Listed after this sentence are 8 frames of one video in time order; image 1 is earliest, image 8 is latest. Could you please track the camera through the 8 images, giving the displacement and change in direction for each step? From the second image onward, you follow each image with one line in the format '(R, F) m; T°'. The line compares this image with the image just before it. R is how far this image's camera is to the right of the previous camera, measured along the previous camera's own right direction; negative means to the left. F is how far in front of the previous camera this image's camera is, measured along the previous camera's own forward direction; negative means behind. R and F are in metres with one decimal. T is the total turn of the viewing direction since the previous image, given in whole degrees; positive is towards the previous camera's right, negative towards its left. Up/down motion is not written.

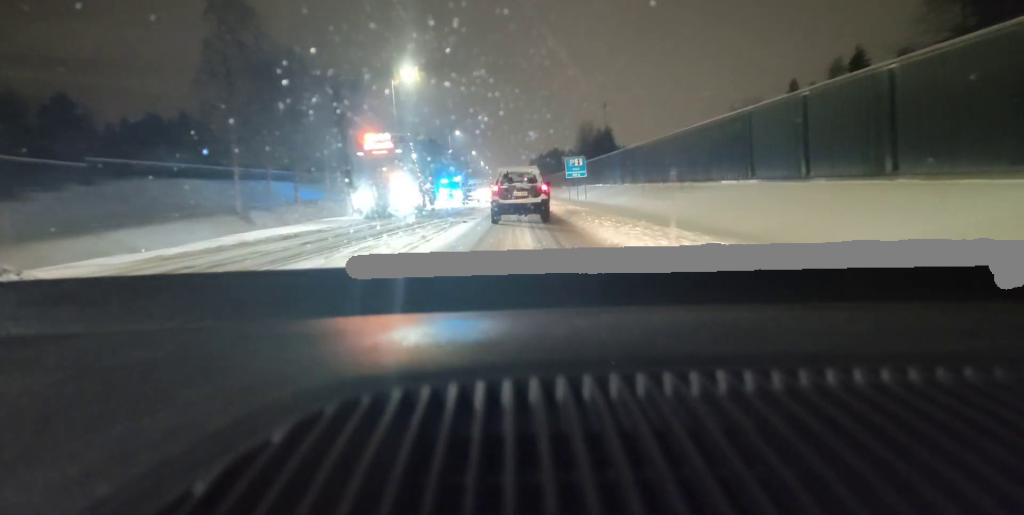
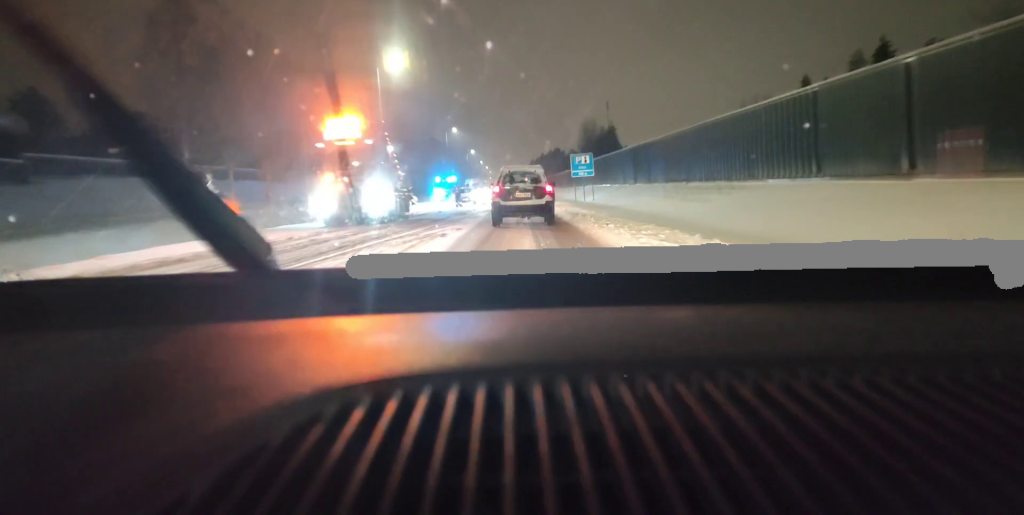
(+0.2, +7.0) m; -1°
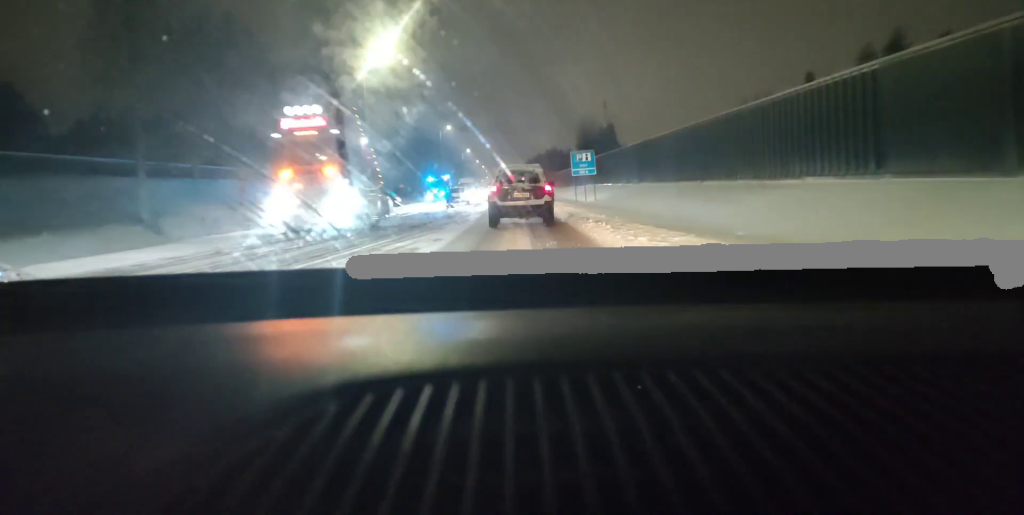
(-0.2, +4.6) m; -1°
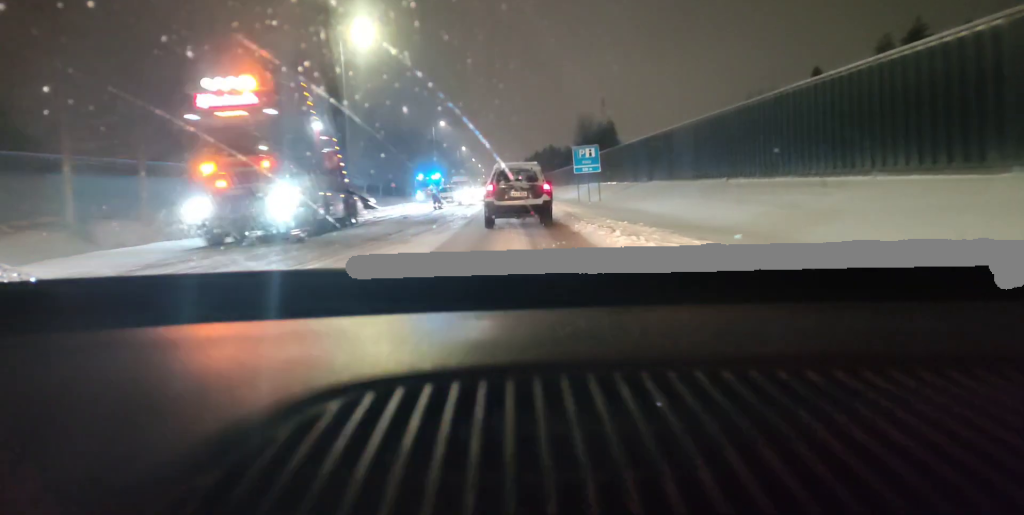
(-0.1, +5.6) m; 0°
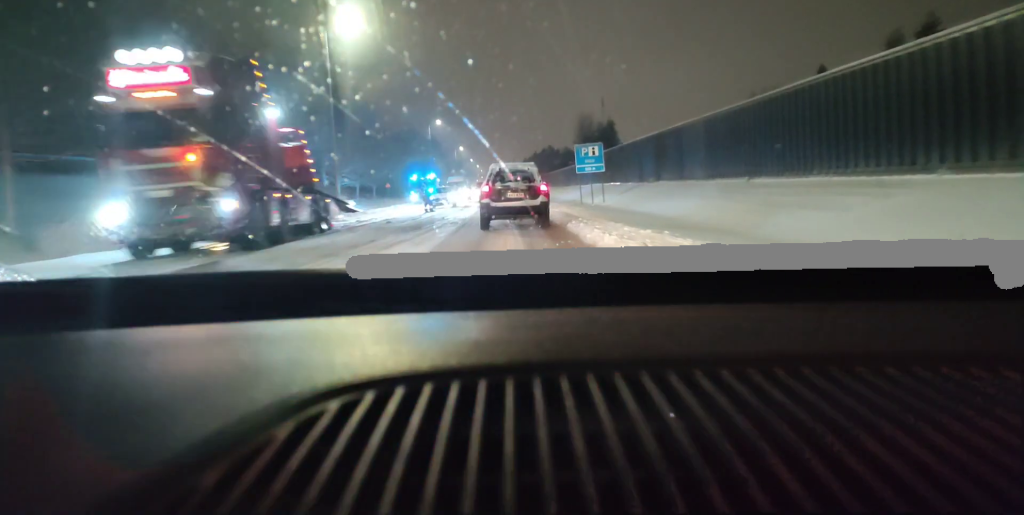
(+0.2, +3.5) m; 0°
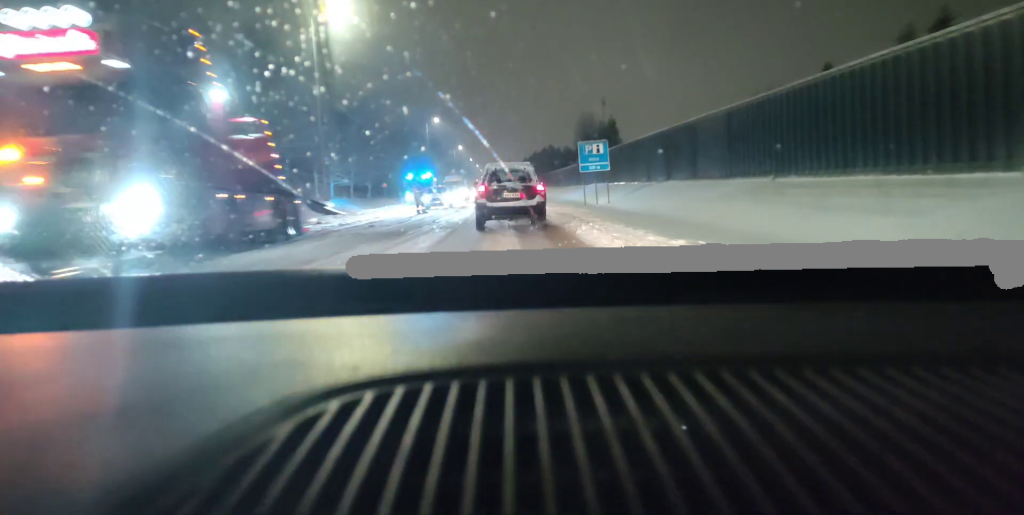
(-0.1, +3.1) m; 0°
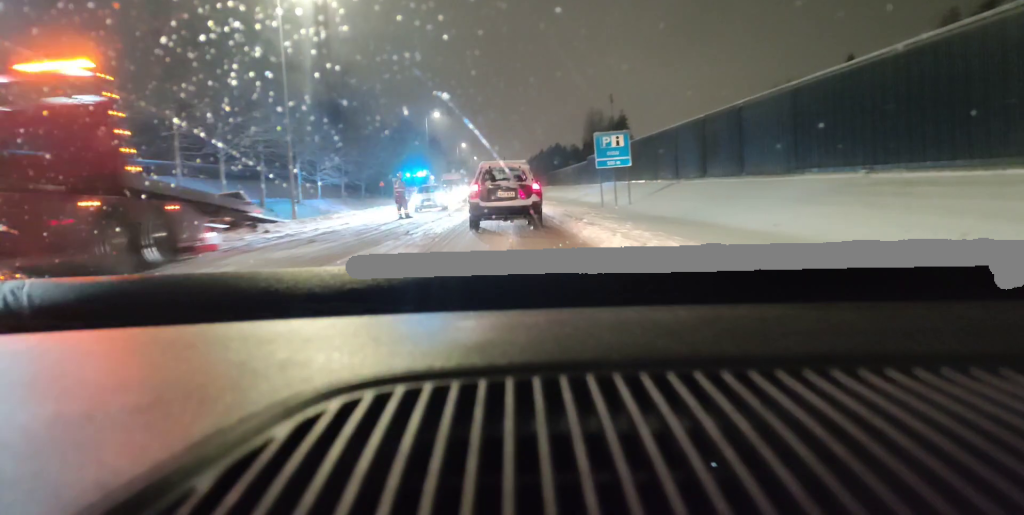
(0.0, +7.1) m; +1°
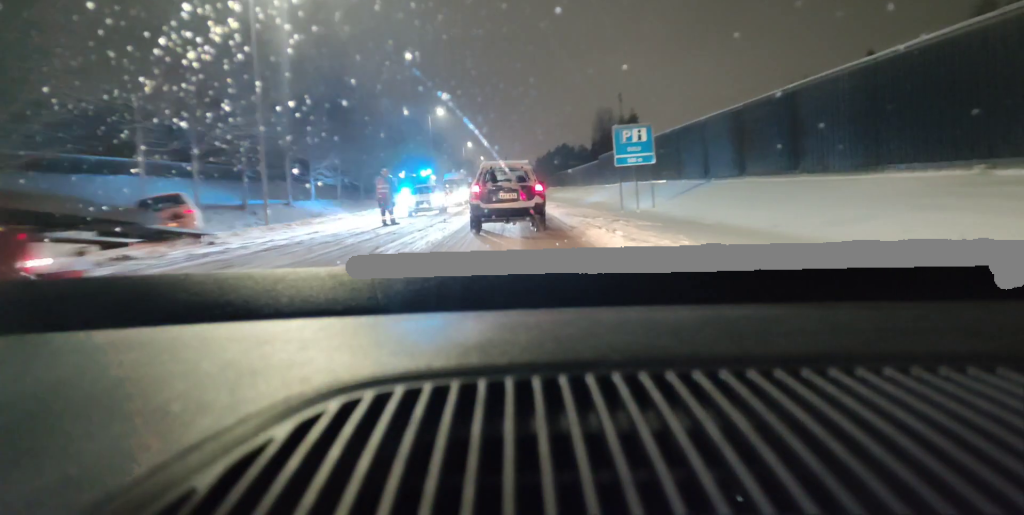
(+0.2, +5.0) m; 0°
